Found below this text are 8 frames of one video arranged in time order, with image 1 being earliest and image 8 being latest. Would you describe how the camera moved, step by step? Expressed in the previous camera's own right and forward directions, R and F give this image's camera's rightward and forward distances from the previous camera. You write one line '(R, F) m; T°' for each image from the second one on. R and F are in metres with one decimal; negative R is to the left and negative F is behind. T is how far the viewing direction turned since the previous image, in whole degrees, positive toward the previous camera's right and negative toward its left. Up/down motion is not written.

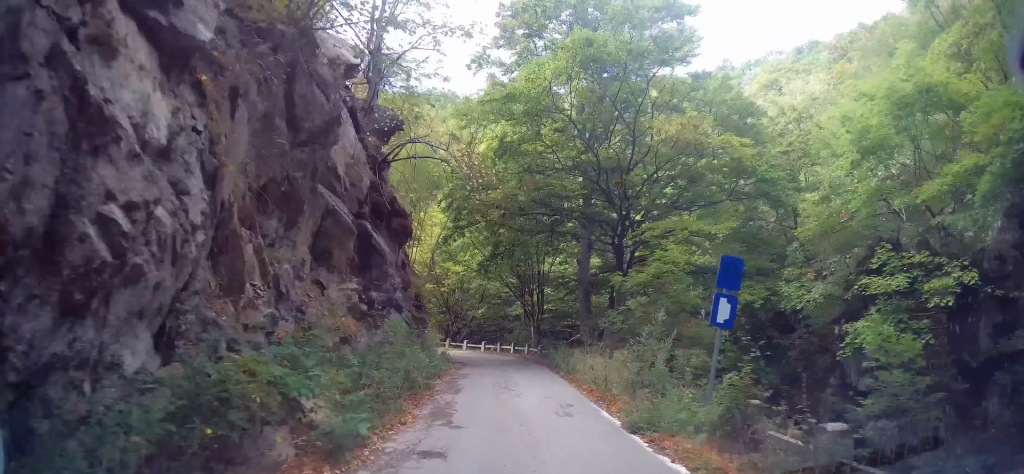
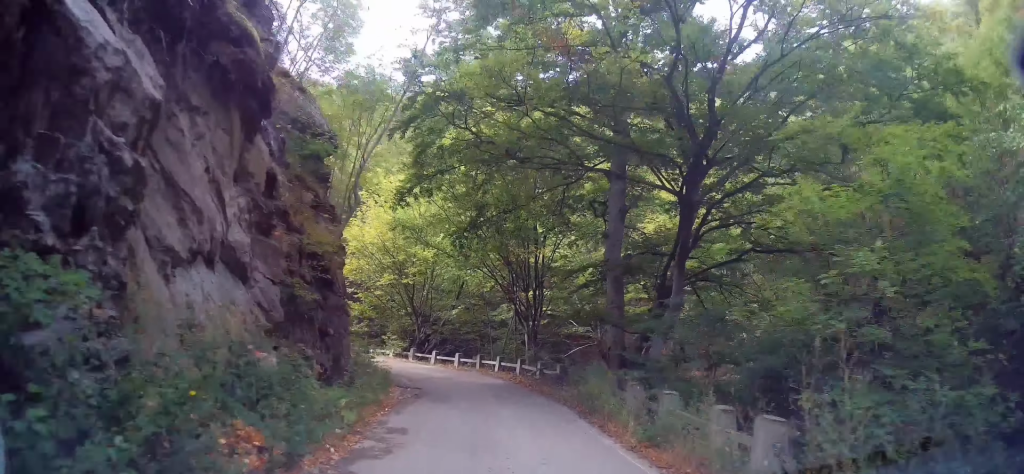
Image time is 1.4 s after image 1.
(+0.2, +10.1) m; 0°
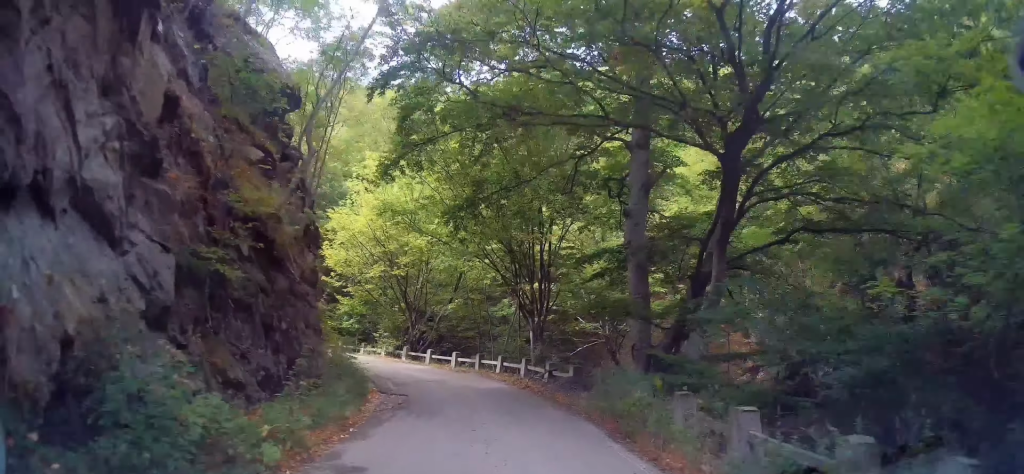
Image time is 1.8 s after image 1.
(-0.1, +2.7) m; 0°
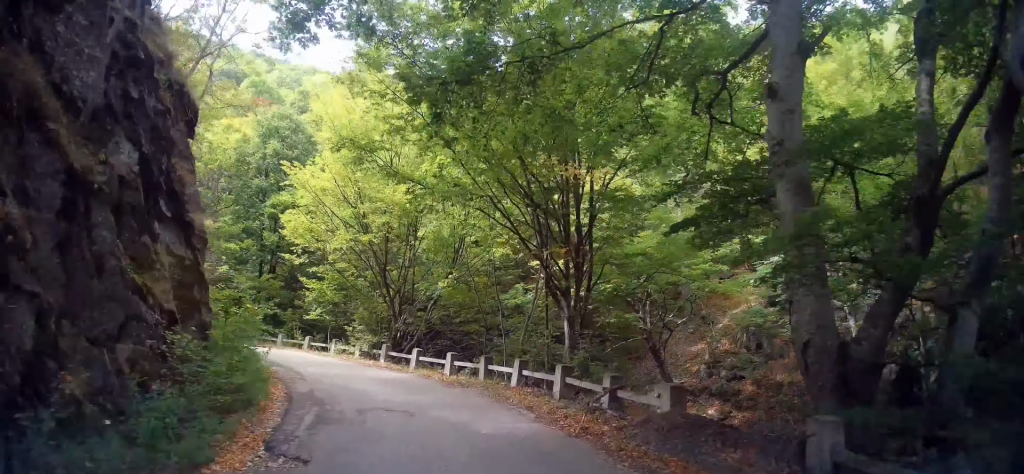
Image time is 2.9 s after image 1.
(+0.1, +7.1) m; -4°
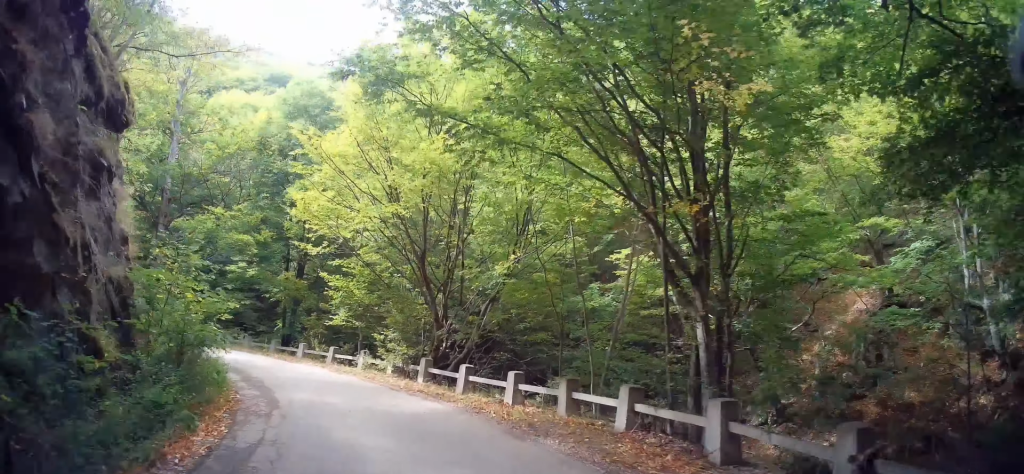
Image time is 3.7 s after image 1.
(-0.3, +4.7) m; -7°
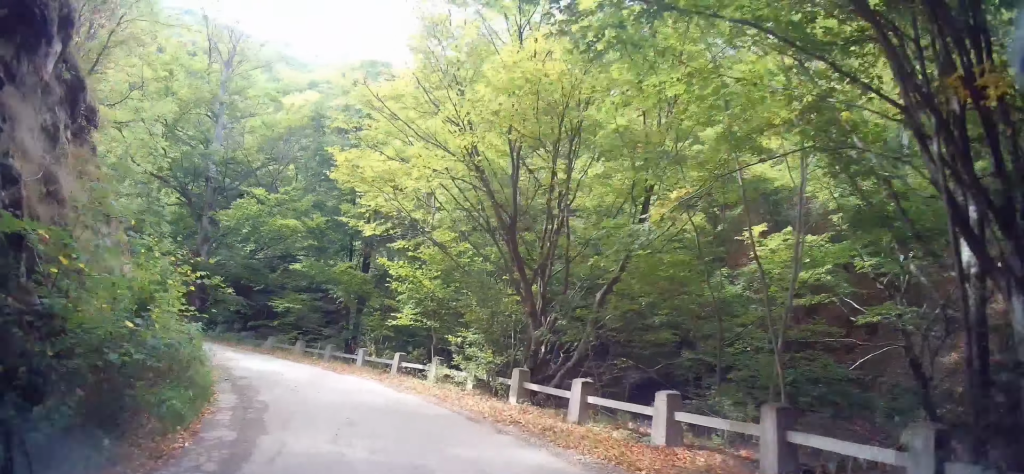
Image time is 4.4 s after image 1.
(-0.4, +4.2) m; -8°
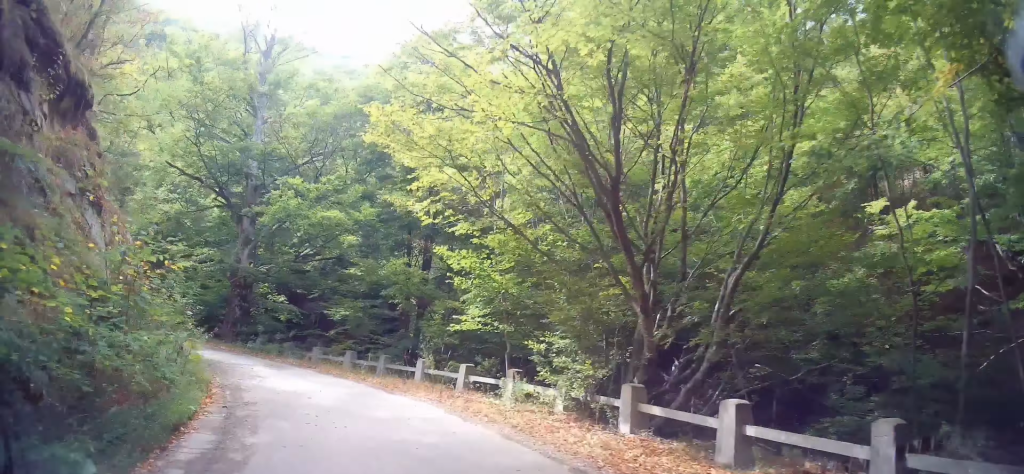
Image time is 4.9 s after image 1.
(0.0, +3.0) m; -7°
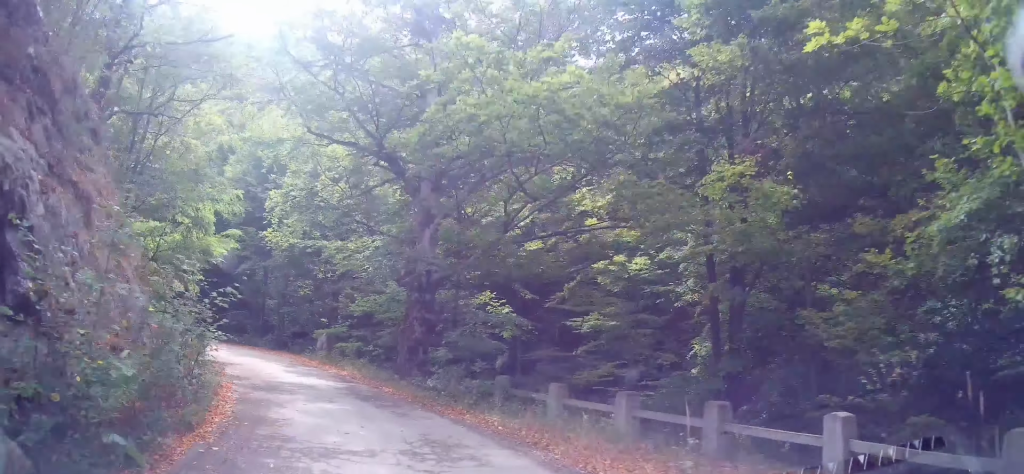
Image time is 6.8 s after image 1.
(-2.6, +9.4) m; -24°
